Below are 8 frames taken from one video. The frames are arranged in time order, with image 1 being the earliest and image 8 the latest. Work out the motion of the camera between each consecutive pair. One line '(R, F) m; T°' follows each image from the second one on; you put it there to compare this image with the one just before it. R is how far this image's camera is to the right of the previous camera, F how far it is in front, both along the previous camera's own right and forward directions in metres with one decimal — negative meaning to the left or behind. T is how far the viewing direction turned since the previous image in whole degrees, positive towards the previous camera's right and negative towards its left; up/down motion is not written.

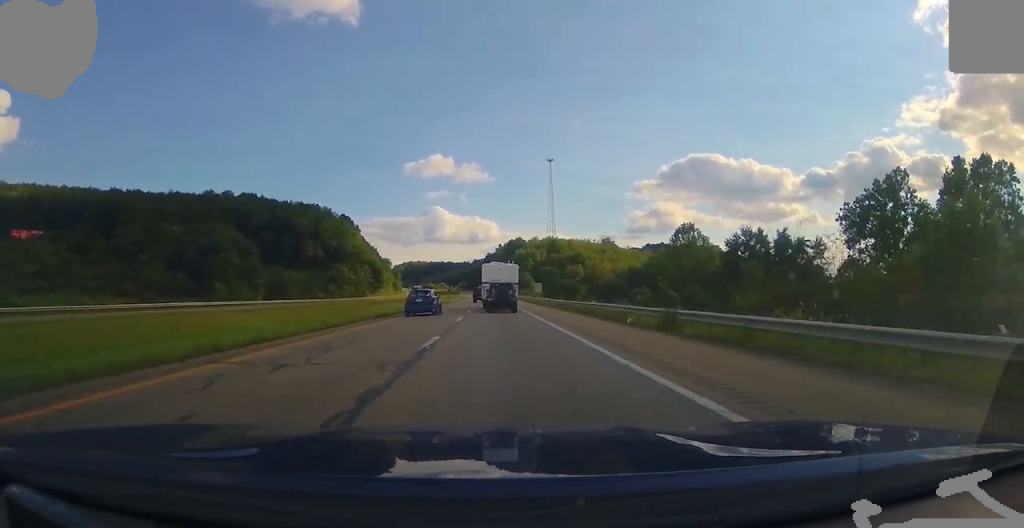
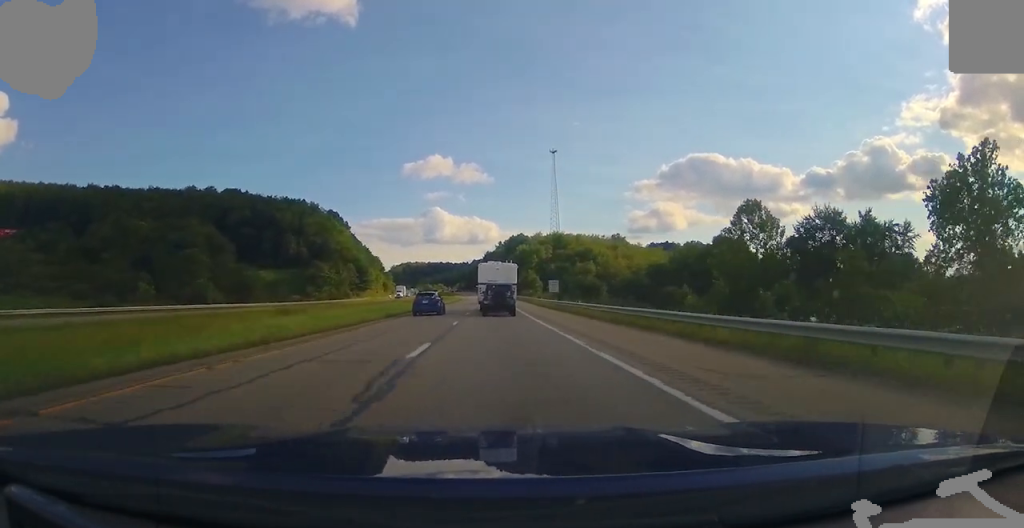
(0.0, +25.5) m; 0°
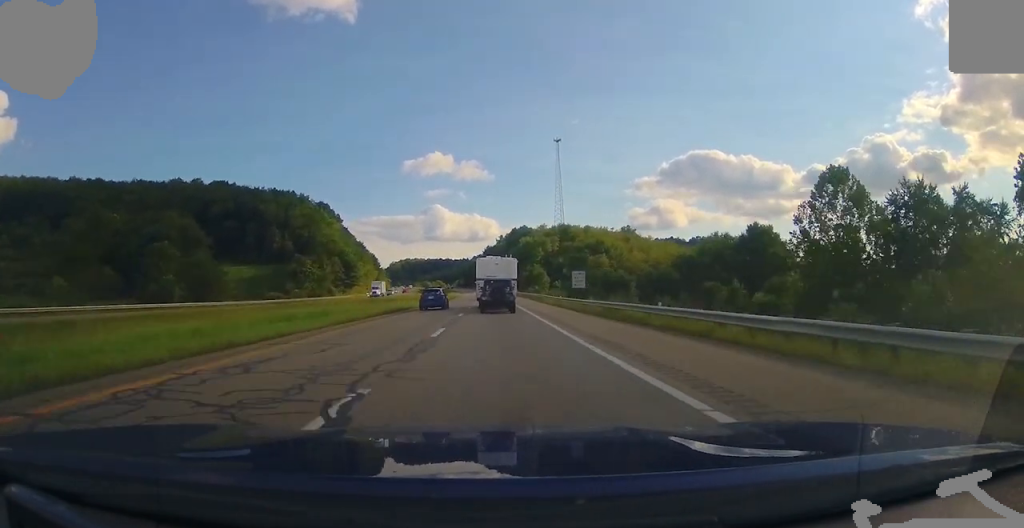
(0.0, +19.6) m; 0°
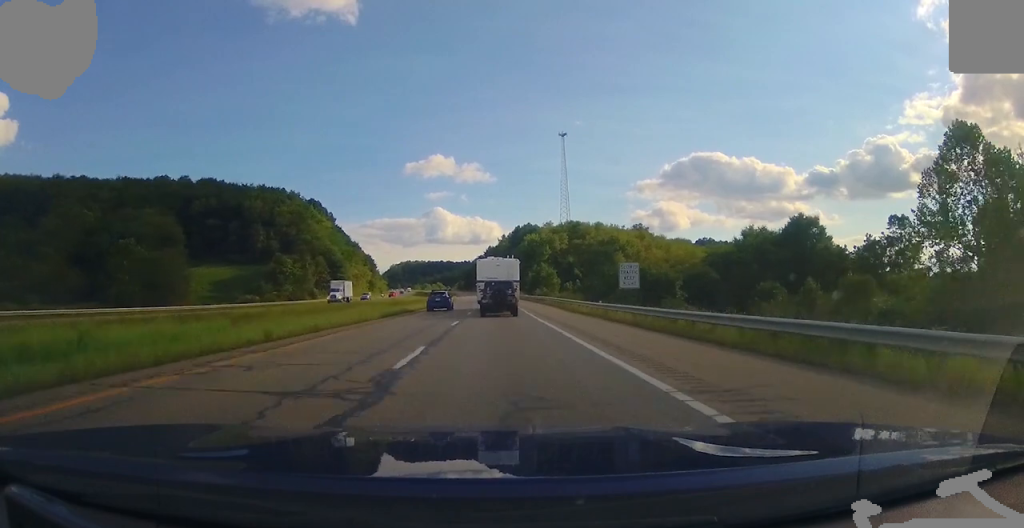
(0.0, +18.4) m; 0°
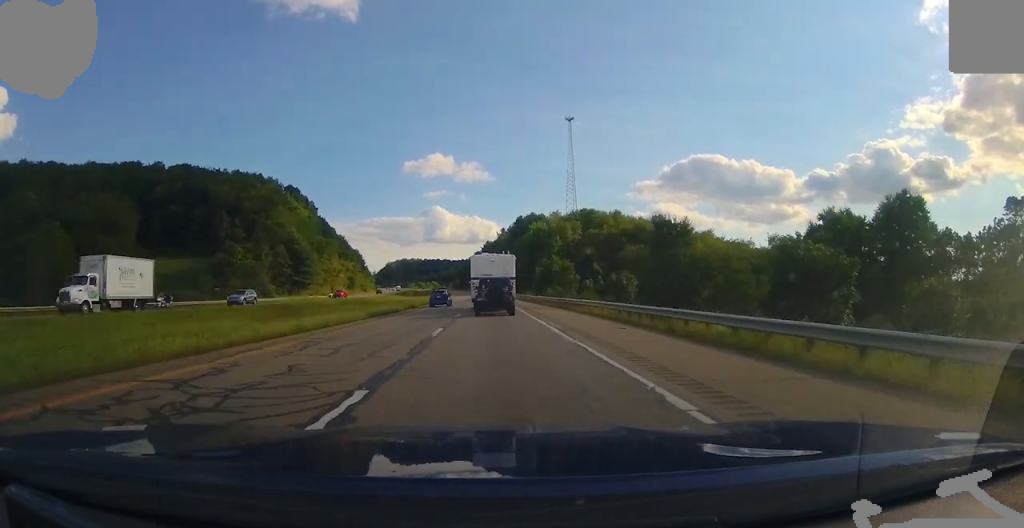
(-0.2, +30.7) m; -1°
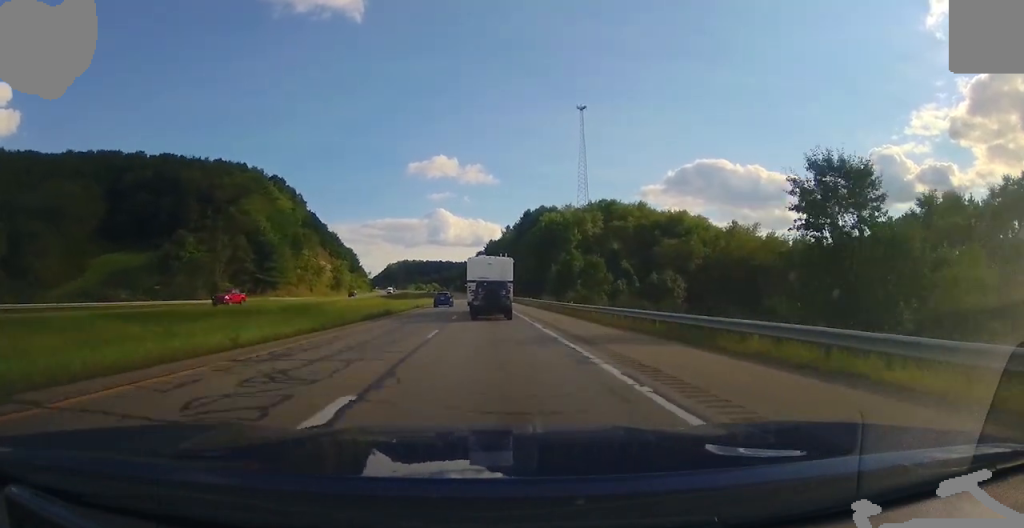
(-0.3, +23.8) m; -1°
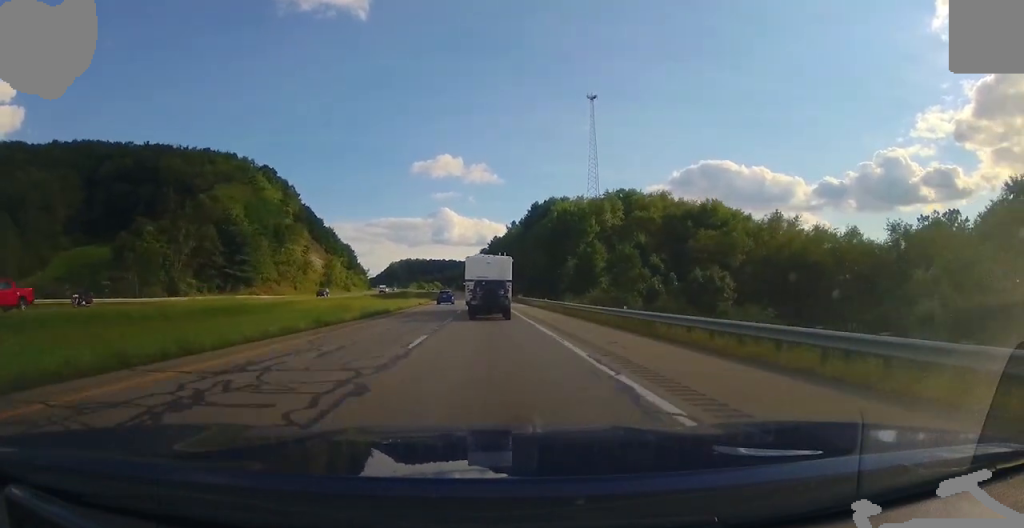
(0.0, +15.4) m; 0°
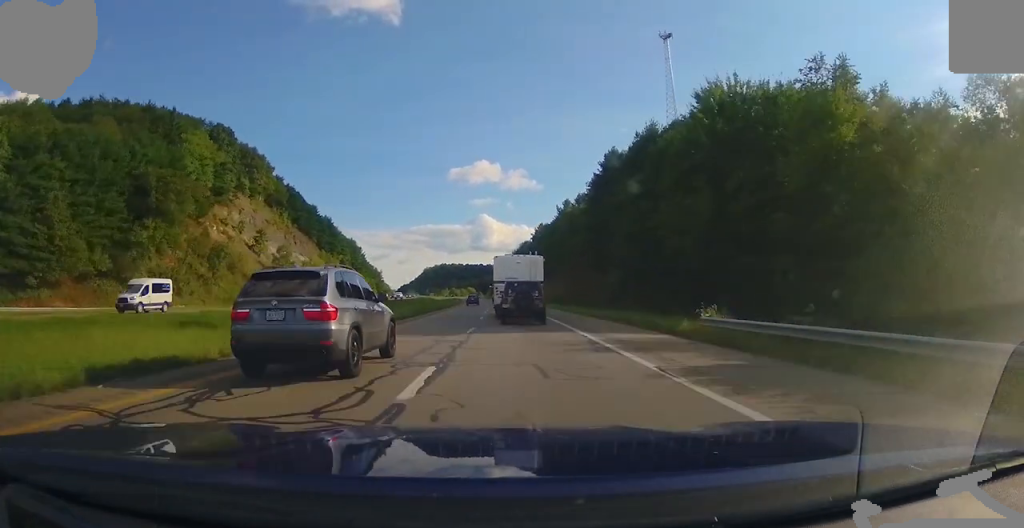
(-1.1, +67.7) m; -2°
